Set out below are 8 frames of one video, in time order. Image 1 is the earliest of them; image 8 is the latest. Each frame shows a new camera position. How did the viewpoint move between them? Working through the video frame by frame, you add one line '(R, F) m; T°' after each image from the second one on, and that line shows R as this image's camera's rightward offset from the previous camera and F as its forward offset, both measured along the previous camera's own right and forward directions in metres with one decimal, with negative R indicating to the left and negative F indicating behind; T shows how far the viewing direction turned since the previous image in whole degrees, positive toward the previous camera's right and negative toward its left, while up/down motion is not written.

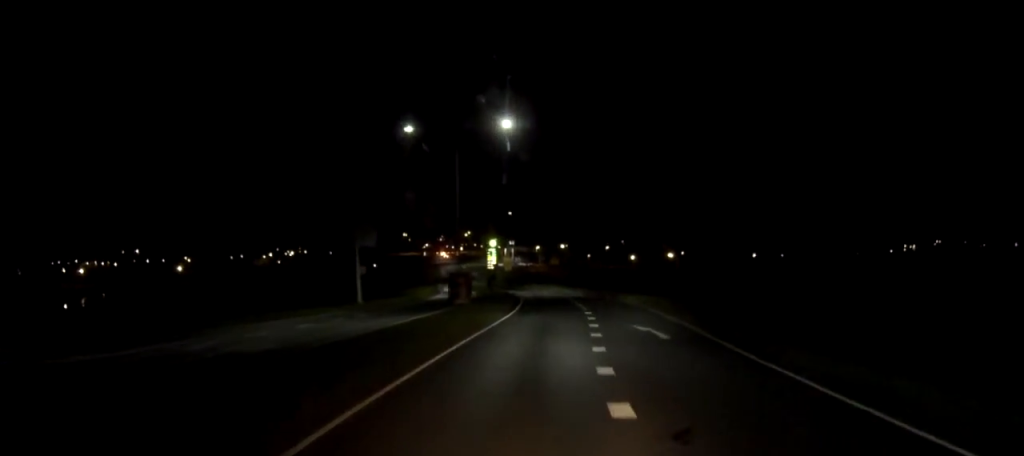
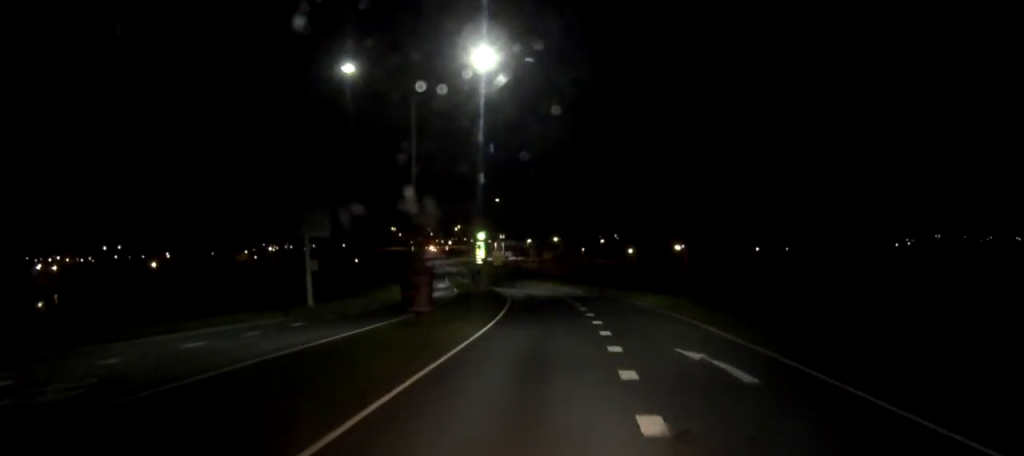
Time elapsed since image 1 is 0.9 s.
(+0.1, +9.1) m; +1°
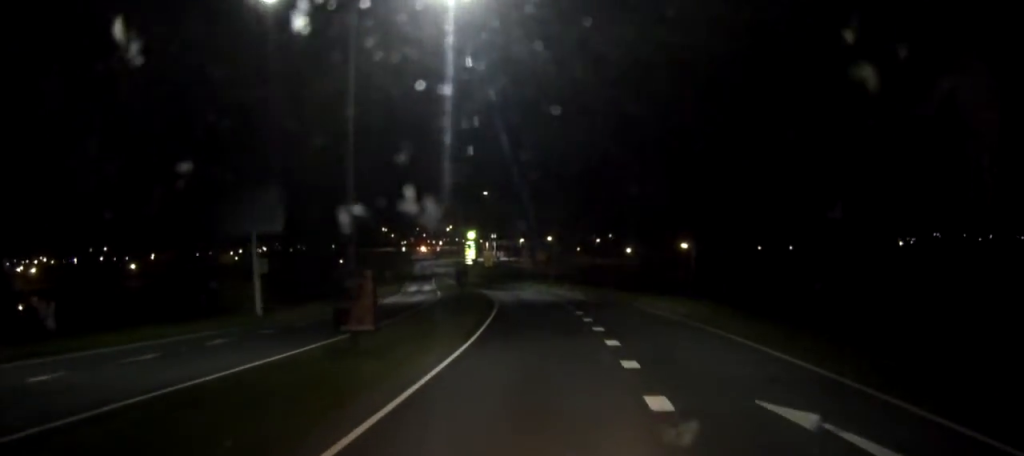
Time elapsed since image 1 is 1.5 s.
(0.0, +6.7) m; 0°
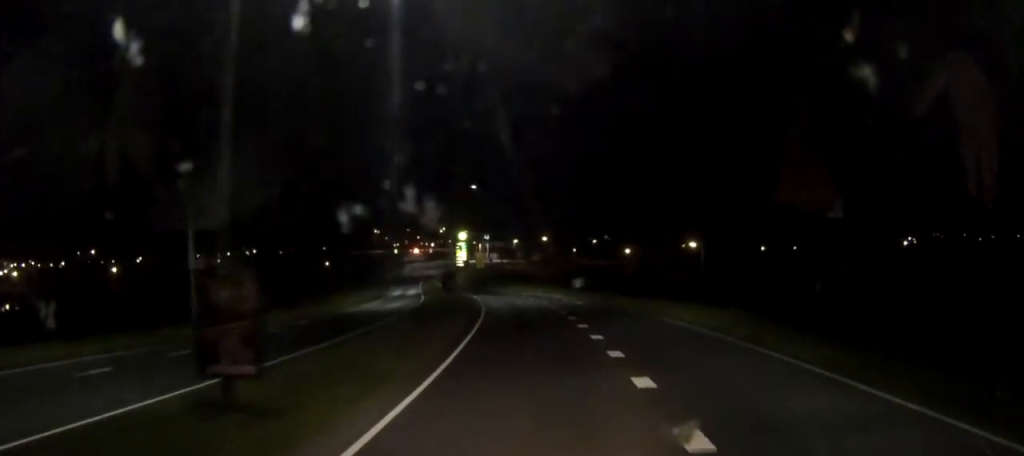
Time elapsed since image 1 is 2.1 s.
(0.0, +6.0) m; 0°
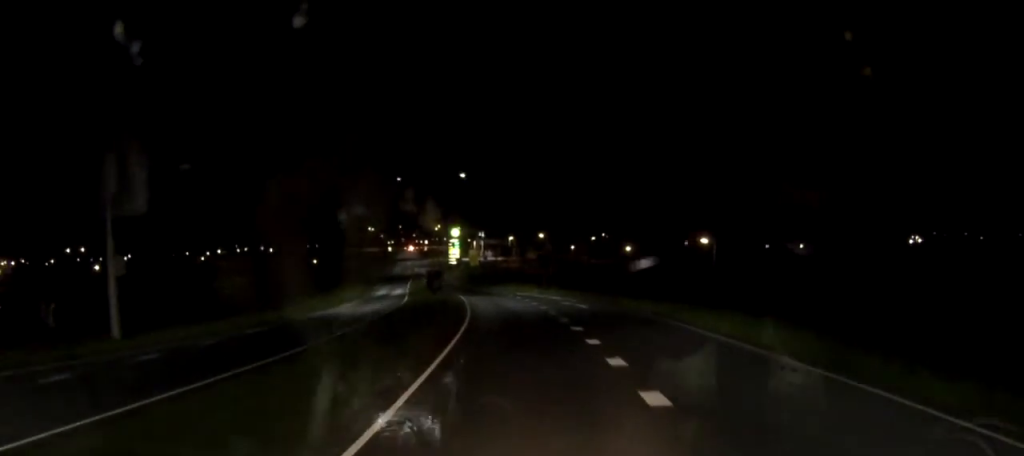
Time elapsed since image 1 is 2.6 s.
(0.0, +5.7) m; 0°
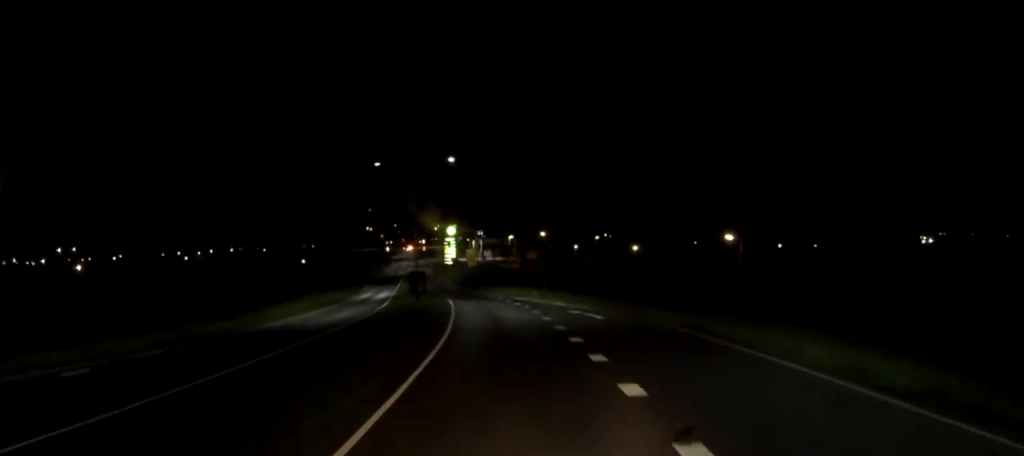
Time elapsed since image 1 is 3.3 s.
(0.0, +7.2) m; 0°
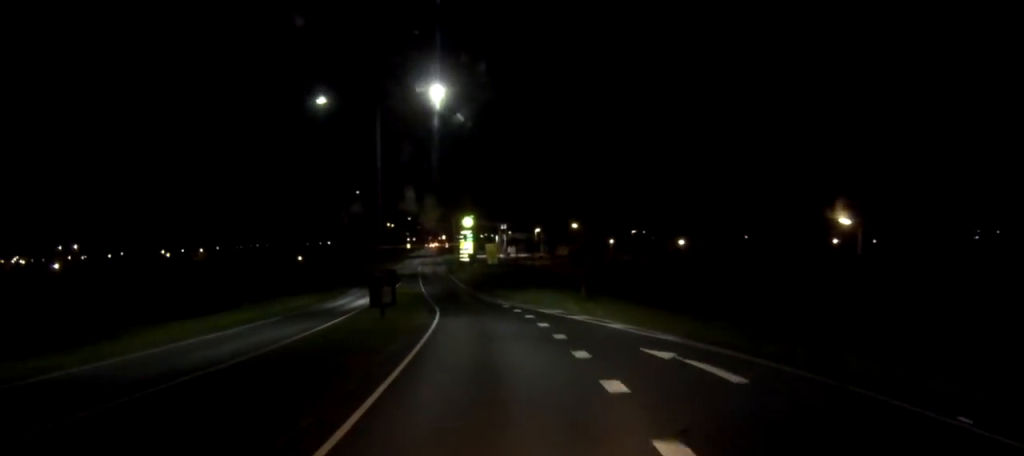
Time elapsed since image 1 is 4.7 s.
(-0.2, +15.9) m; -2°
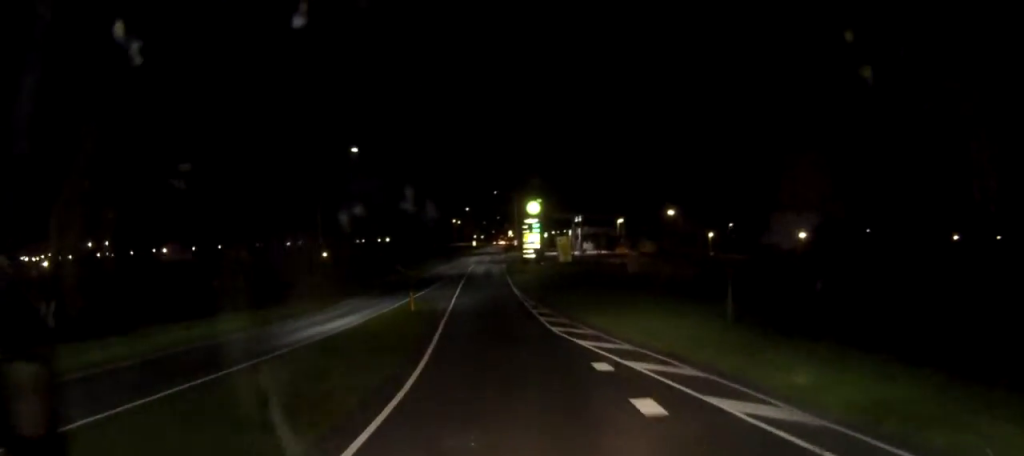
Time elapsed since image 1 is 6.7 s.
(-1.0, +21.2) m; -5°
